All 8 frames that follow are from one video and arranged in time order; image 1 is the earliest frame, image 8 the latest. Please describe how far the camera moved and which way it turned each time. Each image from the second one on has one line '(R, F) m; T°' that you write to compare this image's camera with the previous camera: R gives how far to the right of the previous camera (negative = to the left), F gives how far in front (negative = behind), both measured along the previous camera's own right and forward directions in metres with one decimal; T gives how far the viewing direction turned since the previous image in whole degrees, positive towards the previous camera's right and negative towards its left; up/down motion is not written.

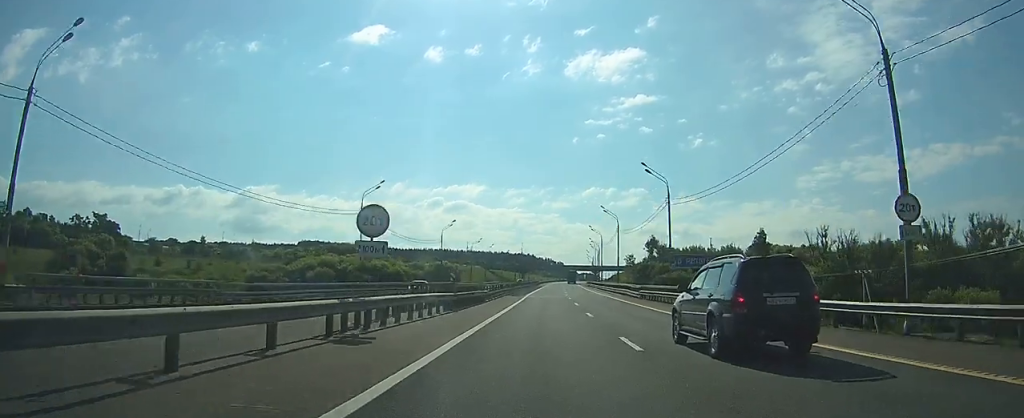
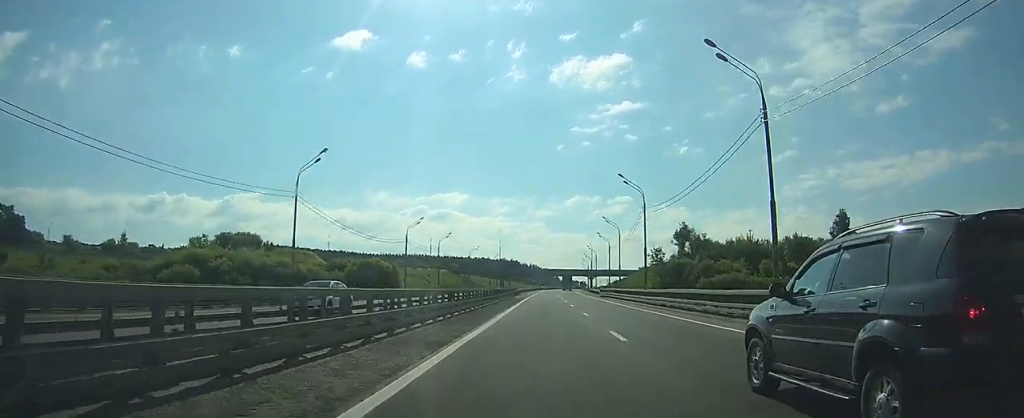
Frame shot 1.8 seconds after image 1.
(+0.5, +56.4) m; +1°
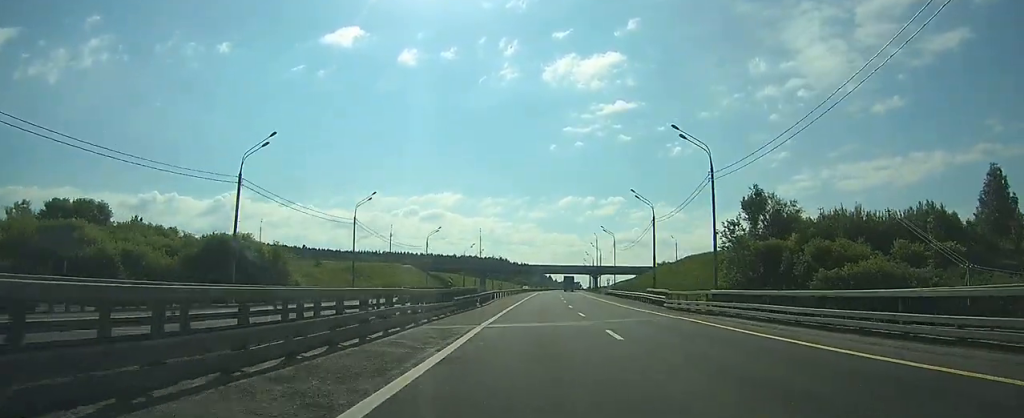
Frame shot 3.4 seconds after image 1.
(+0.4, +47.8) m; +1°
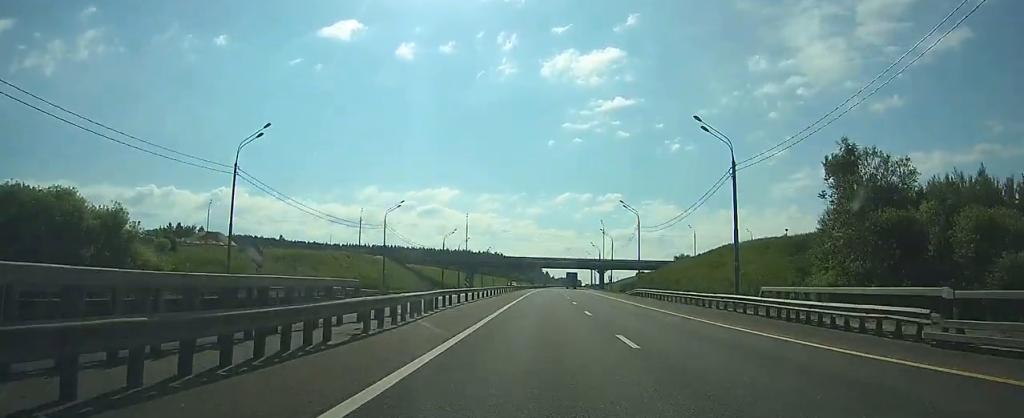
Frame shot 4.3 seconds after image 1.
(0.0, +26.3) m; +1°
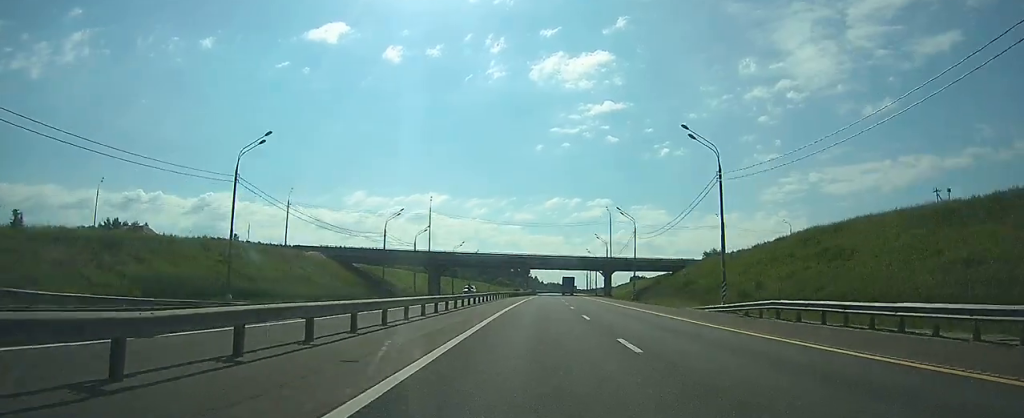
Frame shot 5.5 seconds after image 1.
(+0.3, +36.1) m; +1°
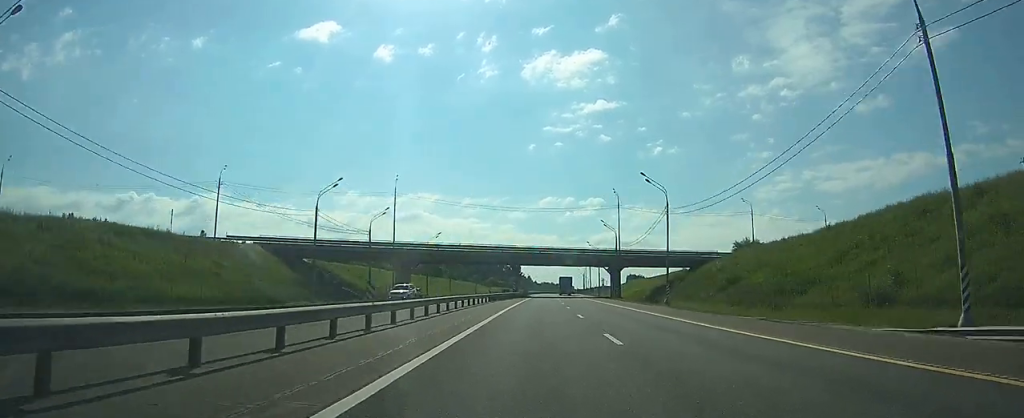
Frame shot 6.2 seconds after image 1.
(+0.2, +22.0) m; +1°
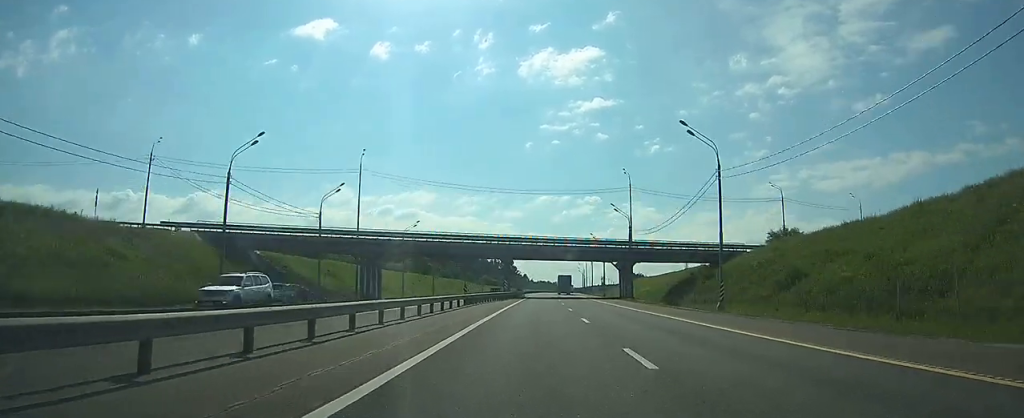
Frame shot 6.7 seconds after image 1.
(+0.1, +16.0) m; 0°
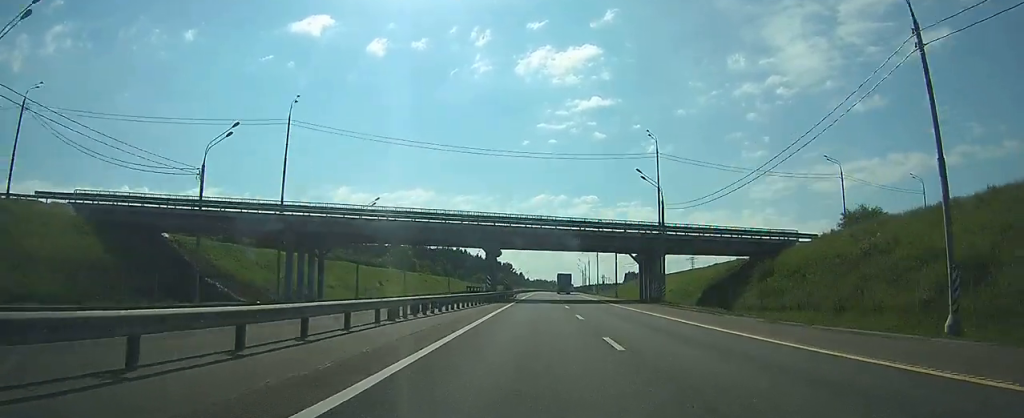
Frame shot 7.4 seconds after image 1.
(+0.1, +21.0) m; +1°
